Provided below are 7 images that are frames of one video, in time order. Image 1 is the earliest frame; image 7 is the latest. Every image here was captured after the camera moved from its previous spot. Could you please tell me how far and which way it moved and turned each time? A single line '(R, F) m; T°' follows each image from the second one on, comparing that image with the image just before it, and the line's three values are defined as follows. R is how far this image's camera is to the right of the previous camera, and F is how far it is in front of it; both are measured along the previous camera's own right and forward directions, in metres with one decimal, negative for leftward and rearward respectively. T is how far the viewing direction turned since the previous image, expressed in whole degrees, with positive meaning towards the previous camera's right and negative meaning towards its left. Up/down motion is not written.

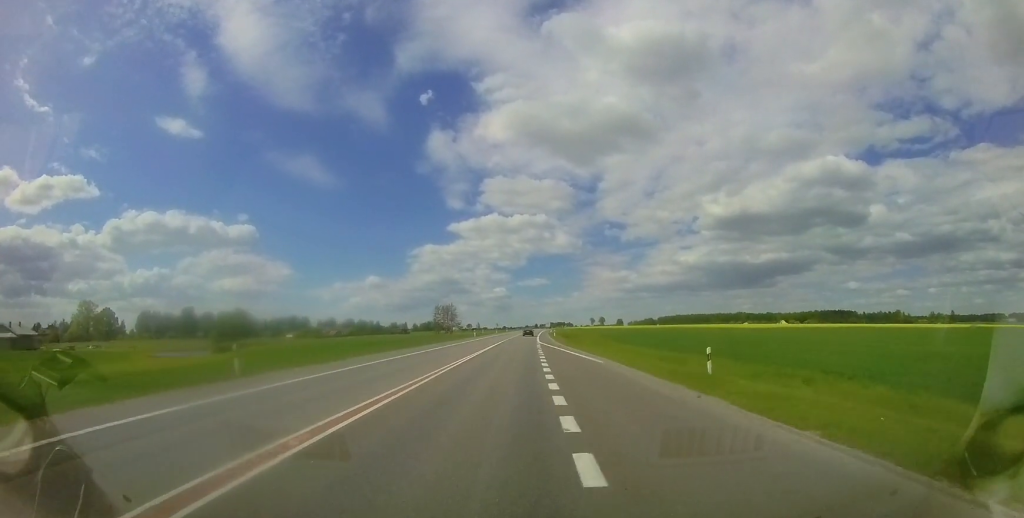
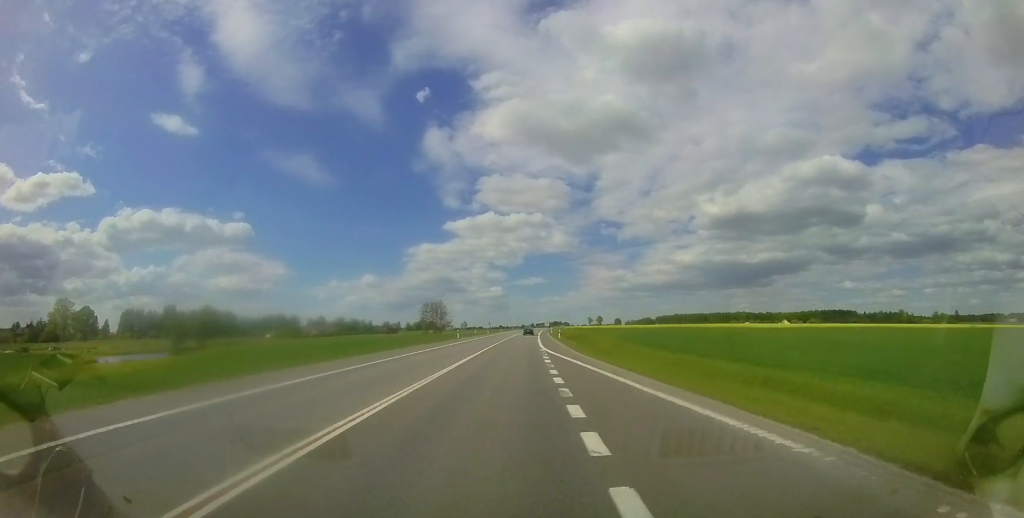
(-0.1, +13.4) m; +1°
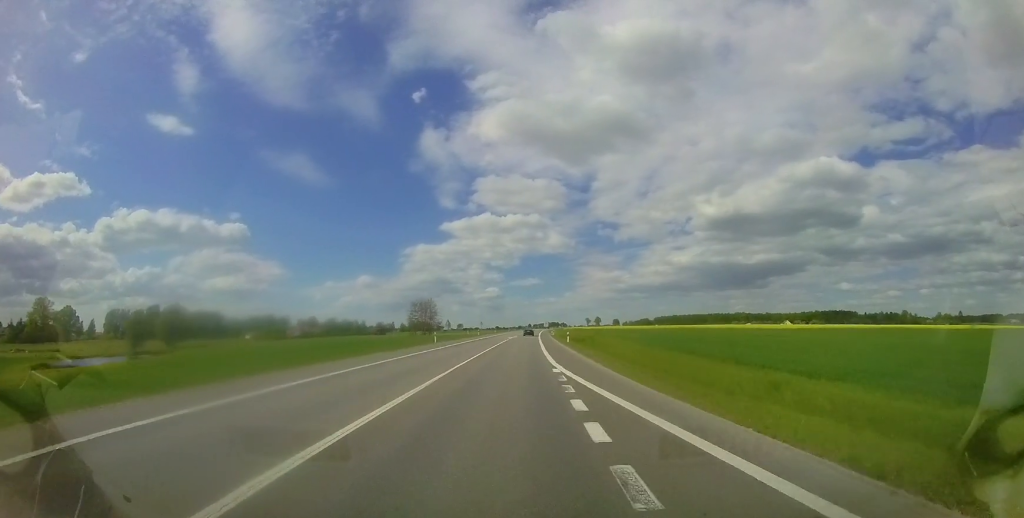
(+0.1, +11.3) m; +1°
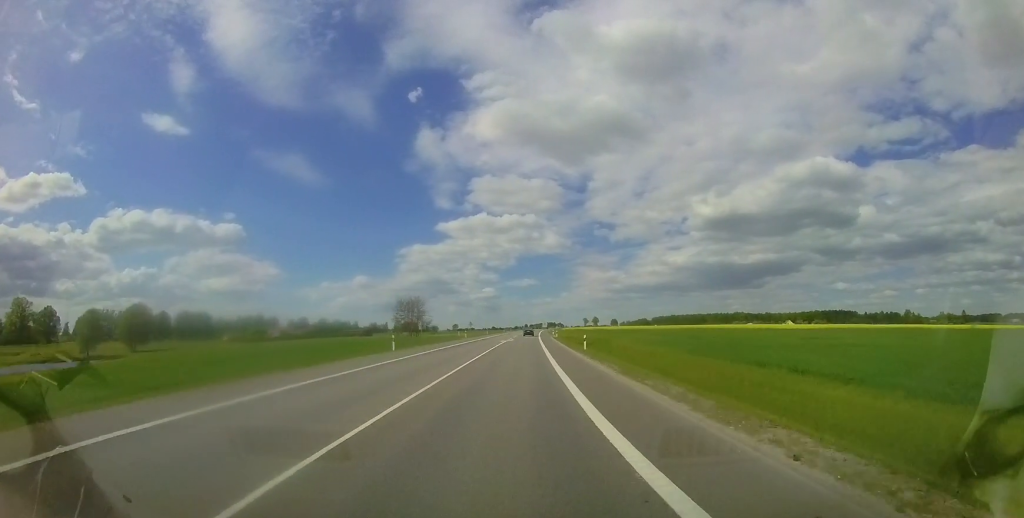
(+0.2, +11.3) m; +1°
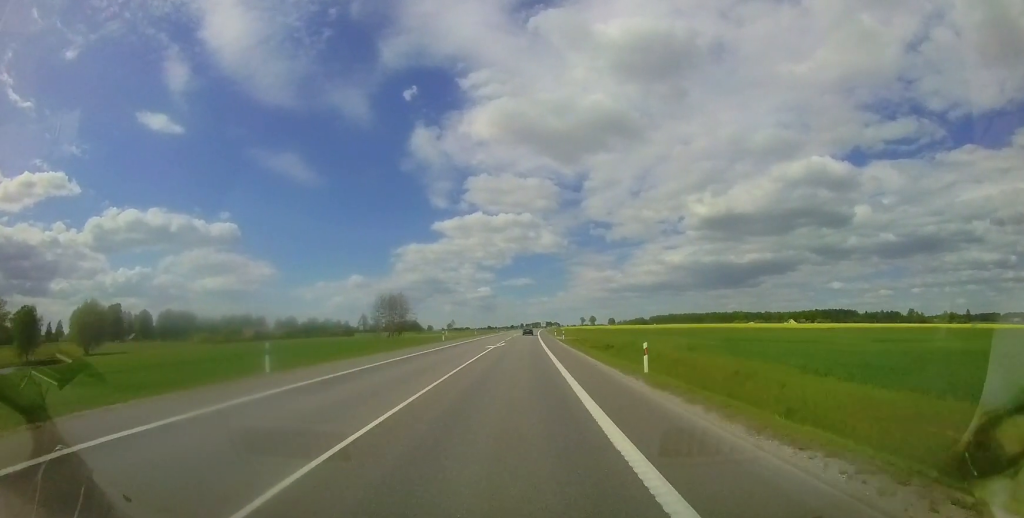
(+0.1, +13.4) m; +1°
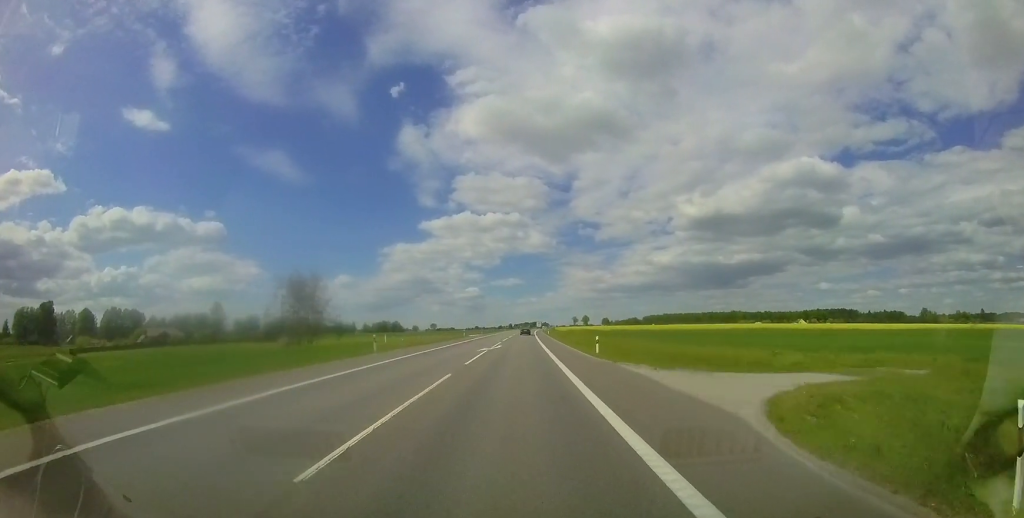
(+0.2, +40.0) m; +1°
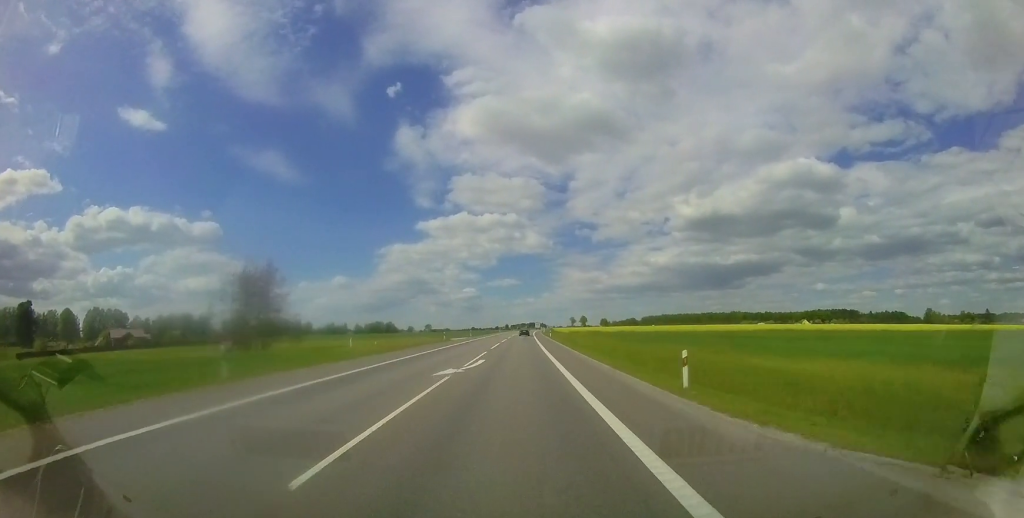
(+0.2, +12.2) m; +1°
